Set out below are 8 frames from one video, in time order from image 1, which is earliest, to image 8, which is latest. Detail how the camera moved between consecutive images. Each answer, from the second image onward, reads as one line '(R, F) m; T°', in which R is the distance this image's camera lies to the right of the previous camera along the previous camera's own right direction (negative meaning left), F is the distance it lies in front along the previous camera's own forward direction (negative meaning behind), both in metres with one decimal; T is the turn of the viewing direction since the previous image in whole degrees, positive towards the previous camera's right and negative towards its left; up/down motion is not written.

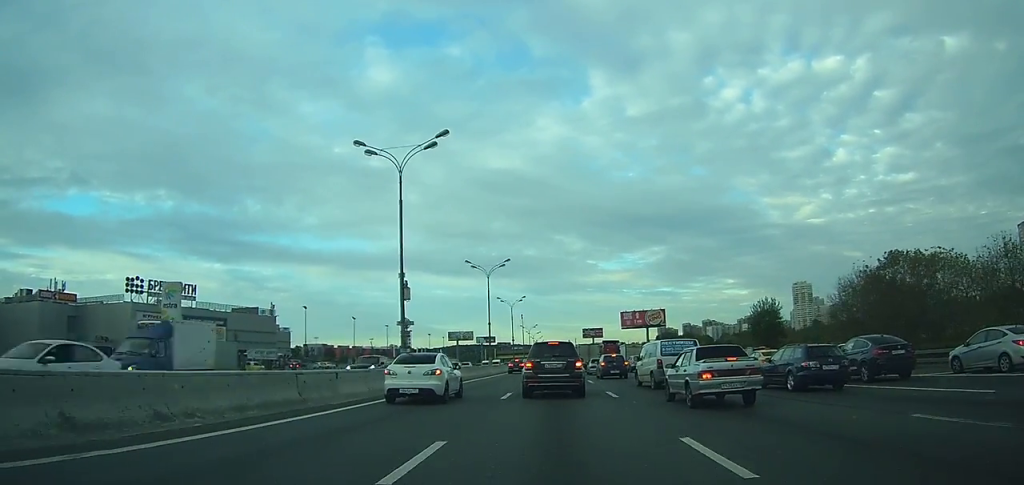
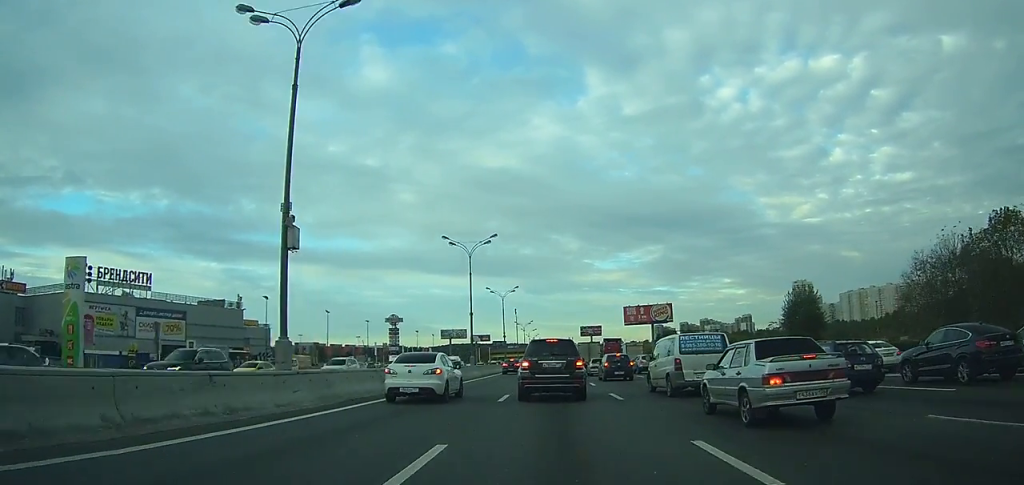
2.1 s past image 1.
(0.0, +13.1) m; 0°
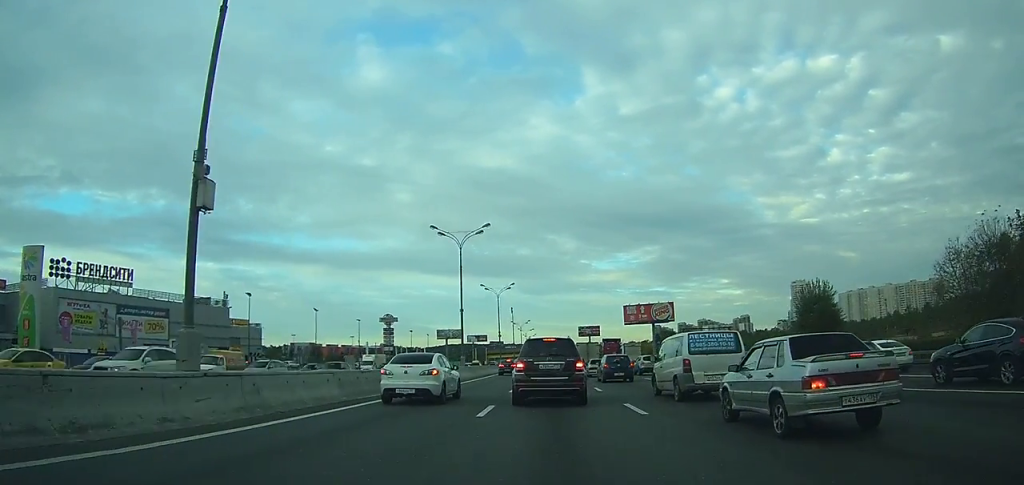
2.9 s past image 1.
(0.0, +4.4) m; 0°
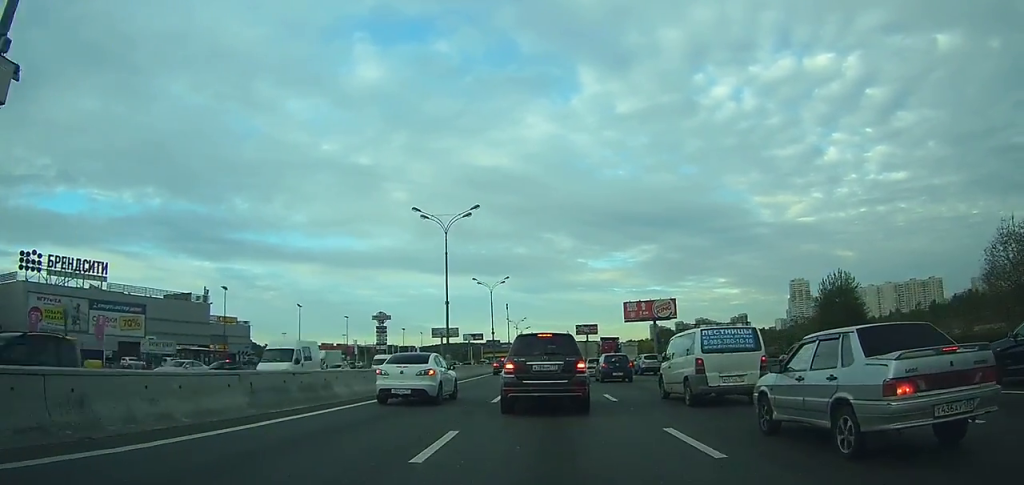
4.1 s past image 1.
(-0.1, +5.9) m; -1°
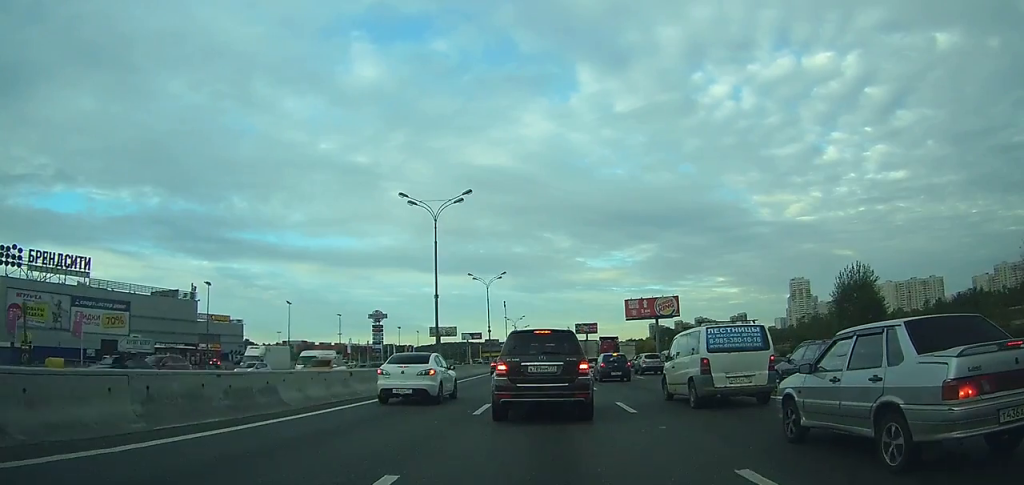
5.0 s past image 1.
(0.0, +4.7) m; -1°
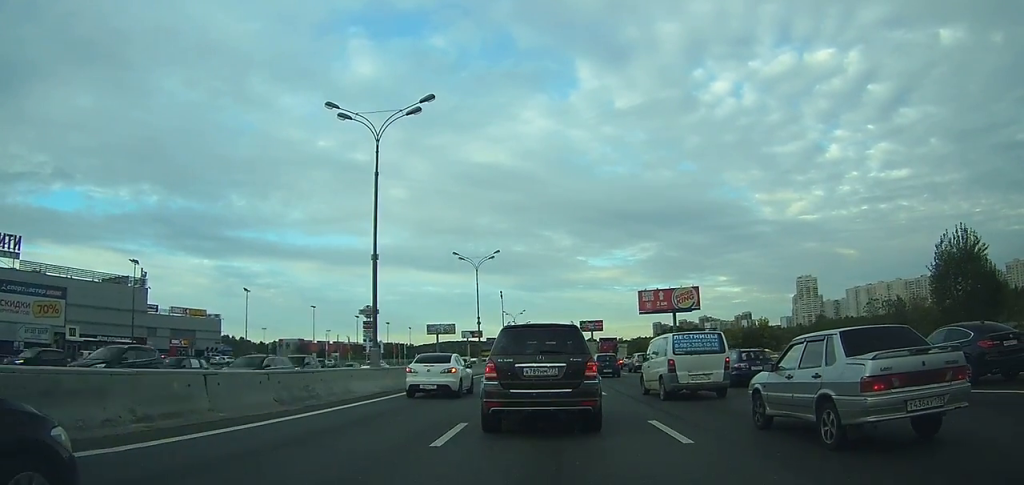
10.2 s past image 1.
(+0.2, +19.4) m; +2°
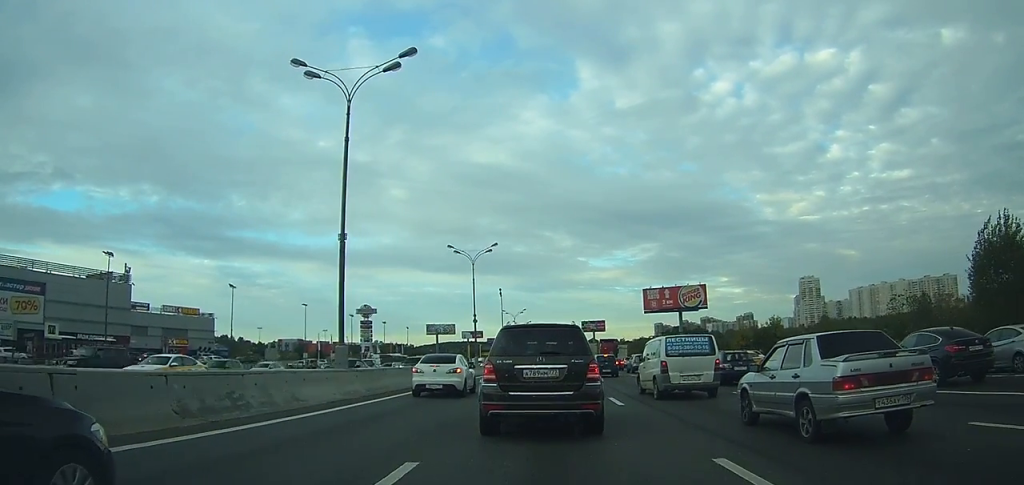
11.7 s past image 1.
(0.0, +4.3) m; 0°
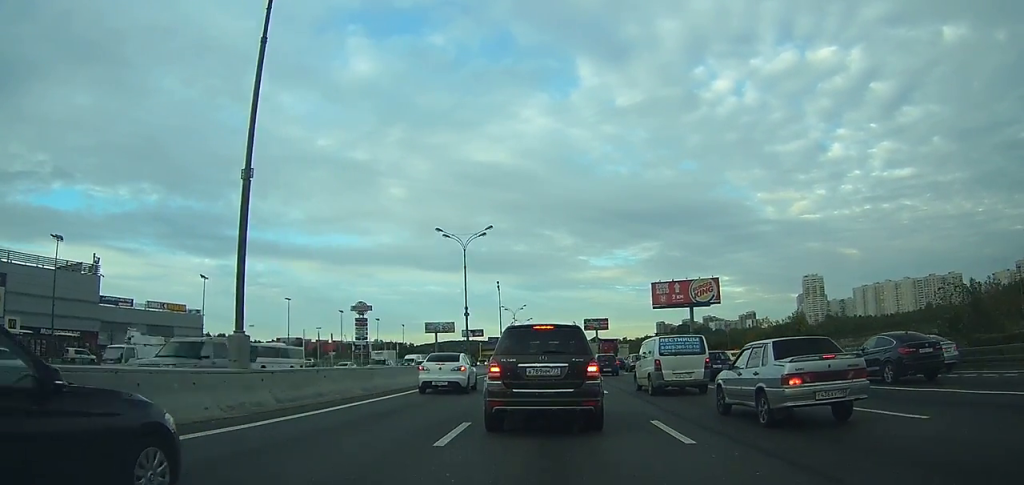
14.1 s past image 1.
(+0.1, +7.3) m; 0°
